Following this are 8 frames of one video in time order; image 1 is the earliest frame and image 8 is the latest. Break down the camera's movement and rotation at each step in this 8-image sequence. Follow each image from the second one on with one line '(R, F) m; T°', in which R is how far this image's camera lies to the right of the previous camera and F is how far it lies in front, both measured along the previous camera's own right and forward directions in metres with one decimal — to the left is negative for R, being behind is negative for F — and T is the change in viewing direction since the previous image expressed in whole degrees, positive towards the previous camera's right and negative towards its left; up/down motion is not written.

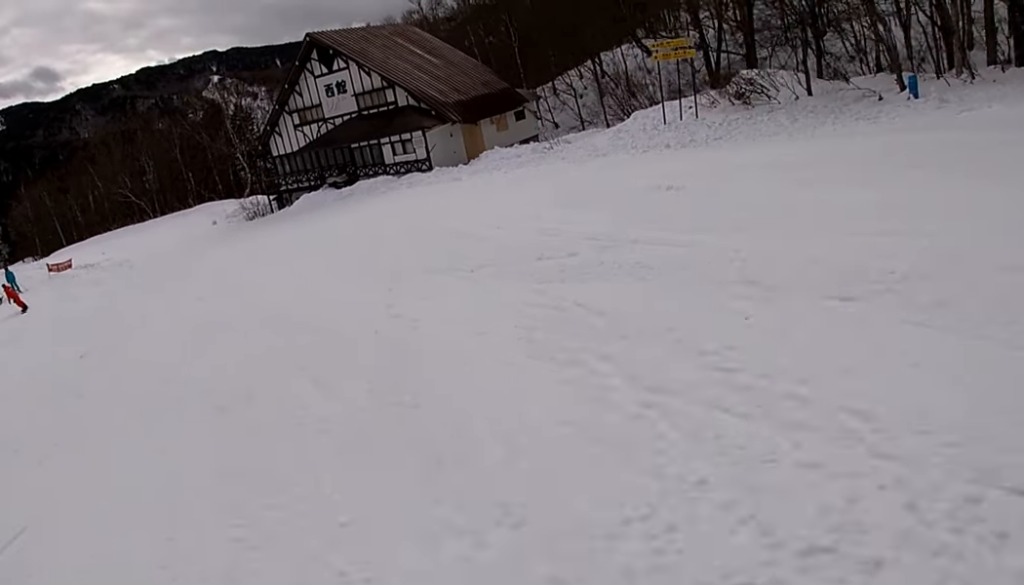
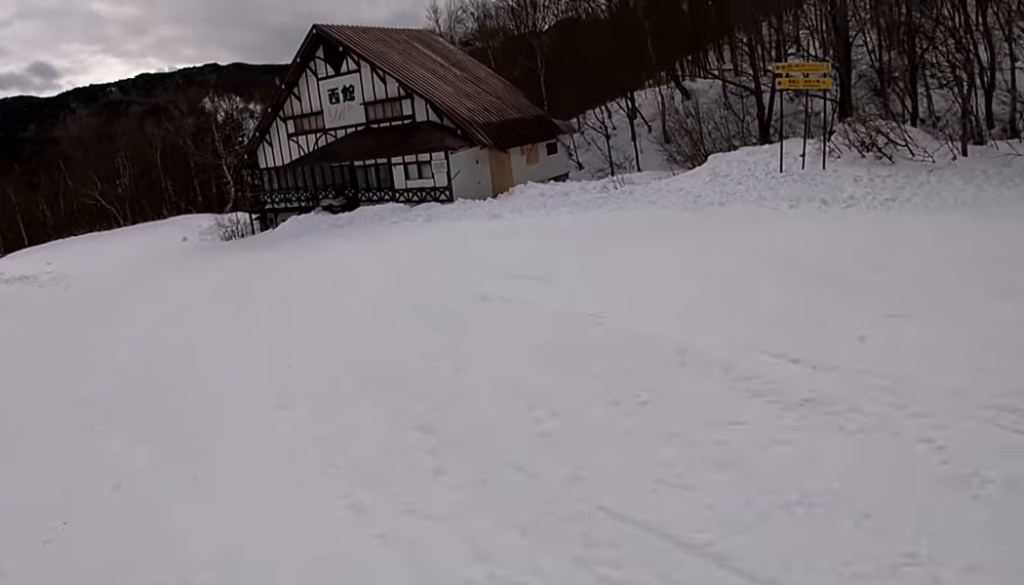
(+0.7, +7.7) m; -1°
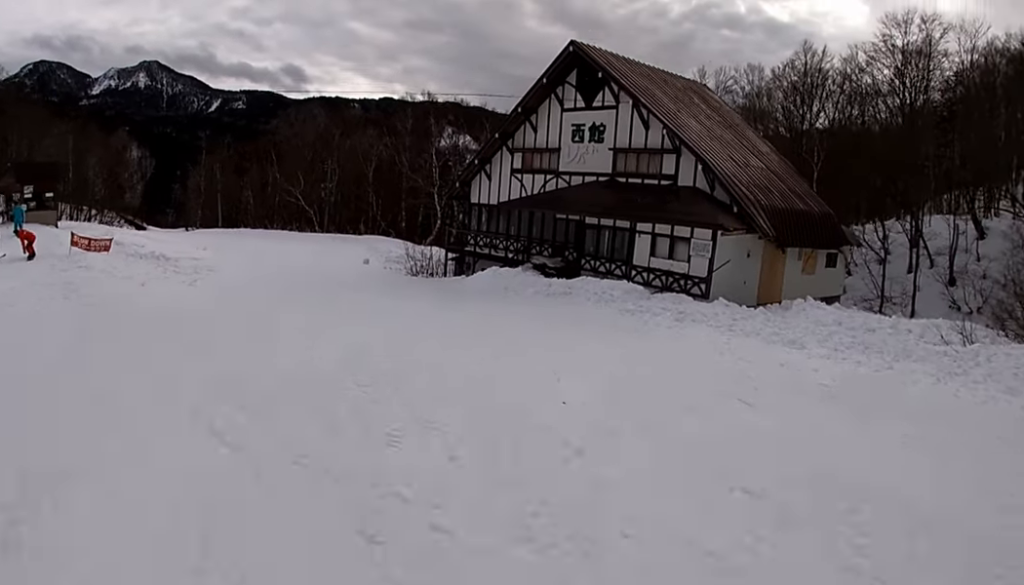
(-0.7, +7.7) m; -12°
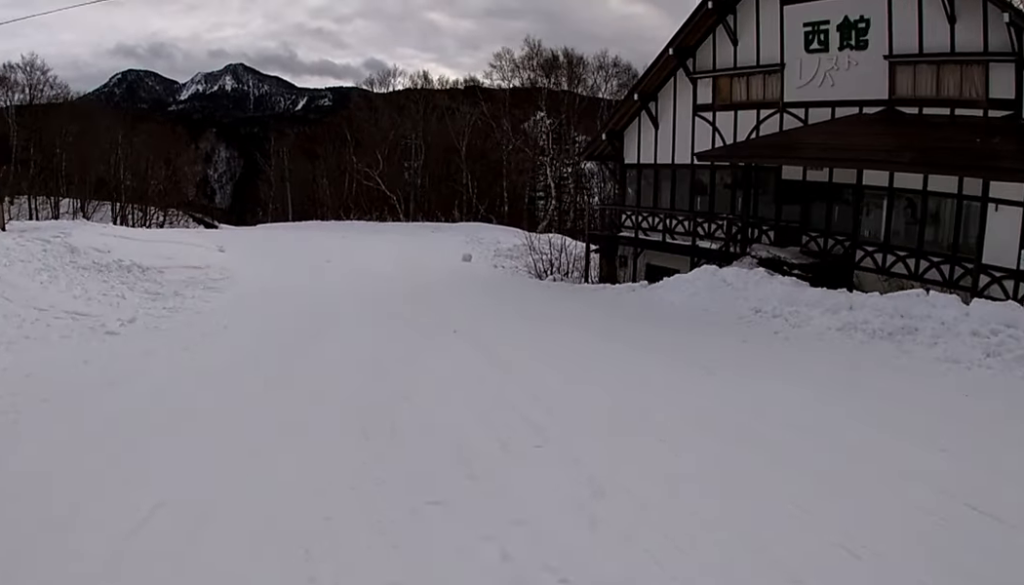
(-1.8, +11.6) m; -9°
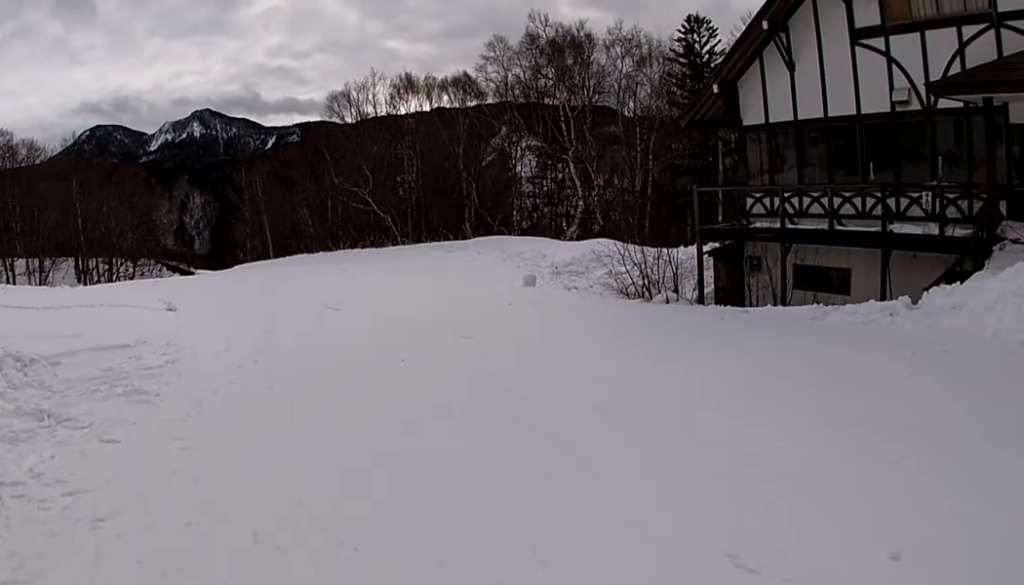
(-0.1, +7.4) m; +7°
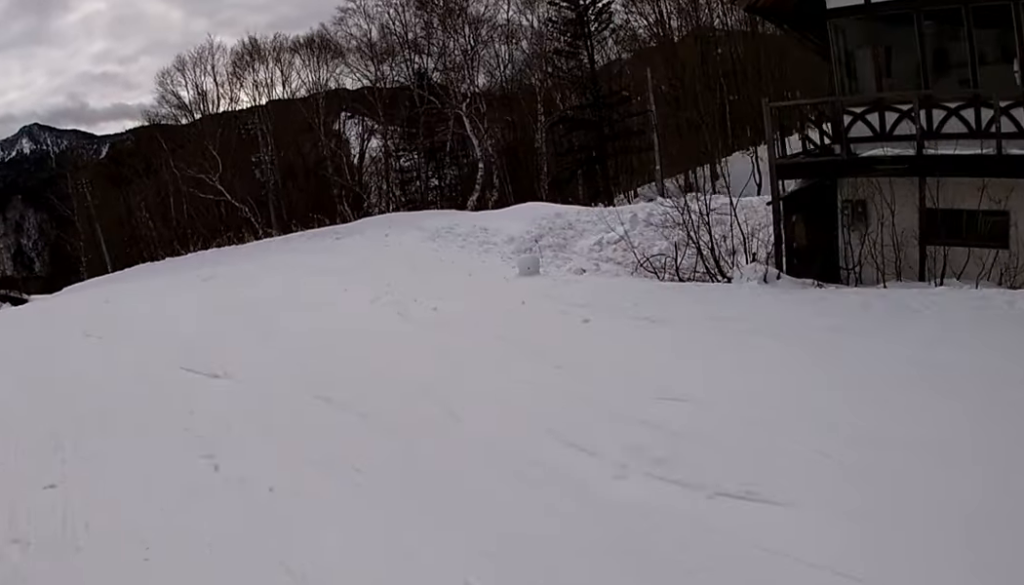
(+1.0, +7.4) m; +8°
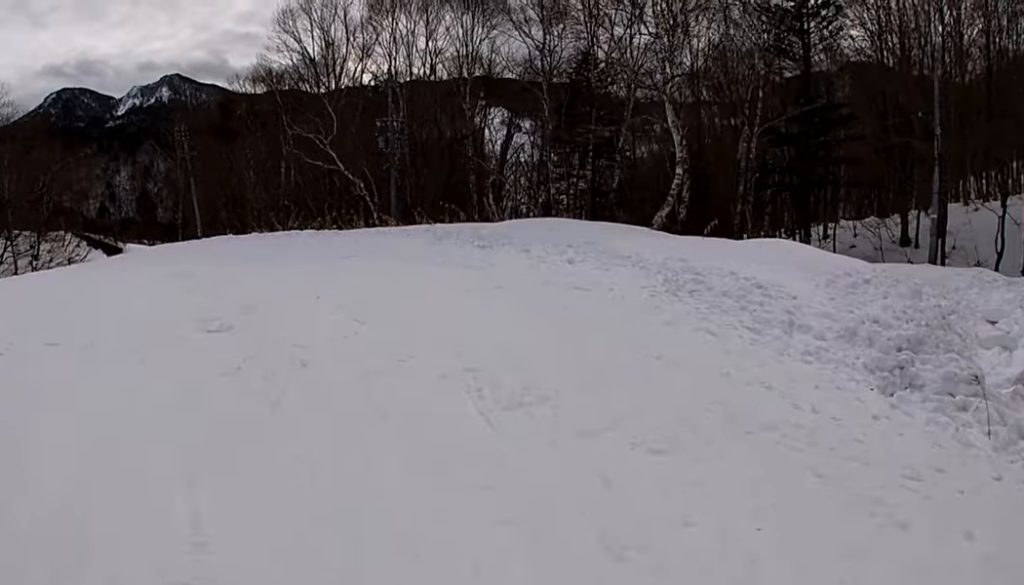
(-0.1, +7.9) m; -4°
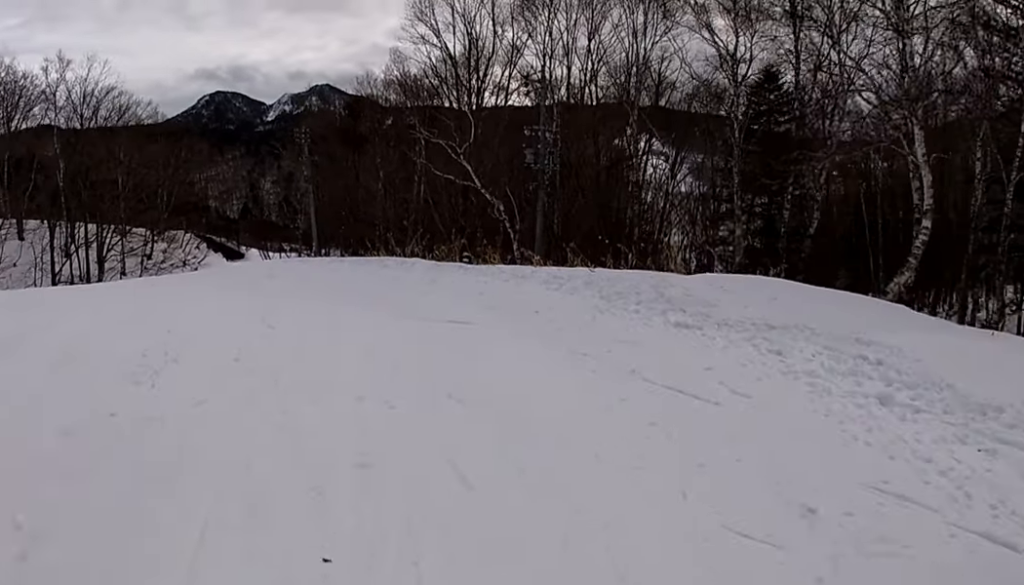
(-0.2, +5.8) m; -13°
